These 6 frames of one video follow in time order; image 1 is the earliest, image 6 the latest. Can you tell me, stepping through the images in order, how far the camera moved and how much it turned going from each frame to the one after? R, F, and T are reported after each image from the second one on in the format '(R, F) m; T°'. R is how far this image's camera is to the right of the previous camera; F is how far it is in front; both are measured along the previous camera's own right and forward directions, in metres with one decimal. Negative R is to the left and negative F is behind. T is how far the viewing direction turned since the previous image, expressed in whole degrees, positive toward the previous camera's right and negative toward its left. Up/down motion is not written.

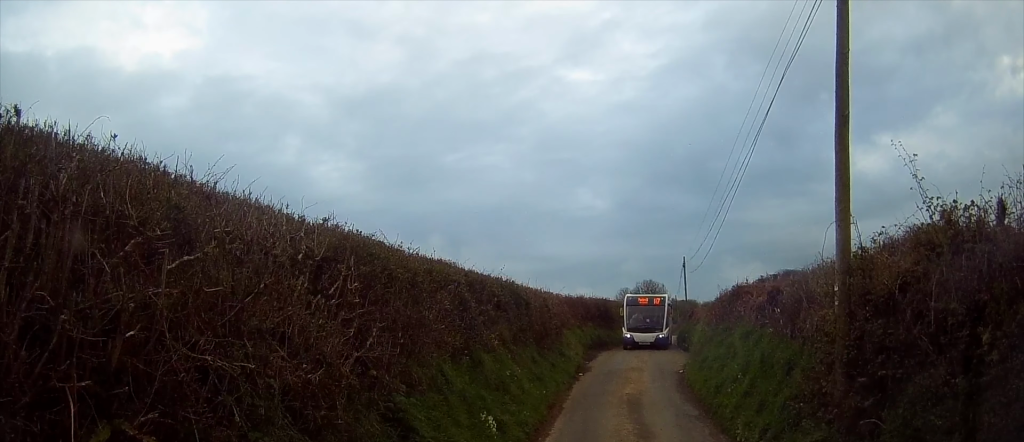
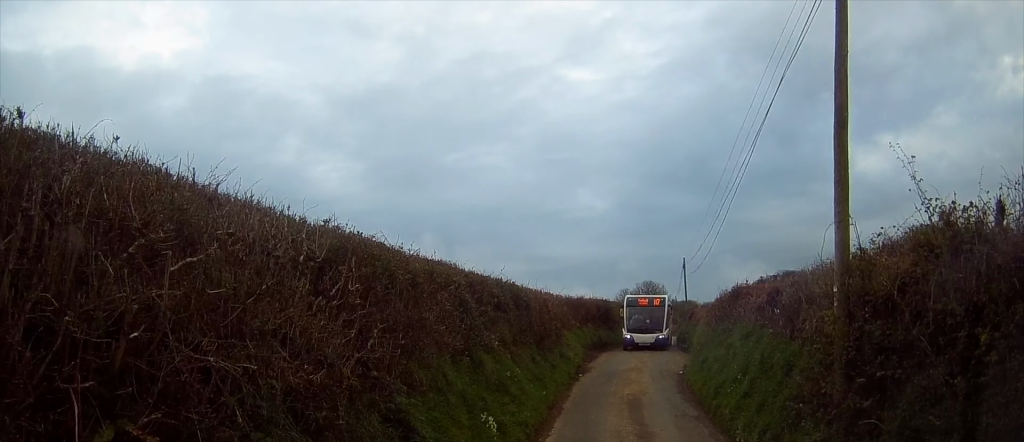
(0.0, 0.0) m; 0°
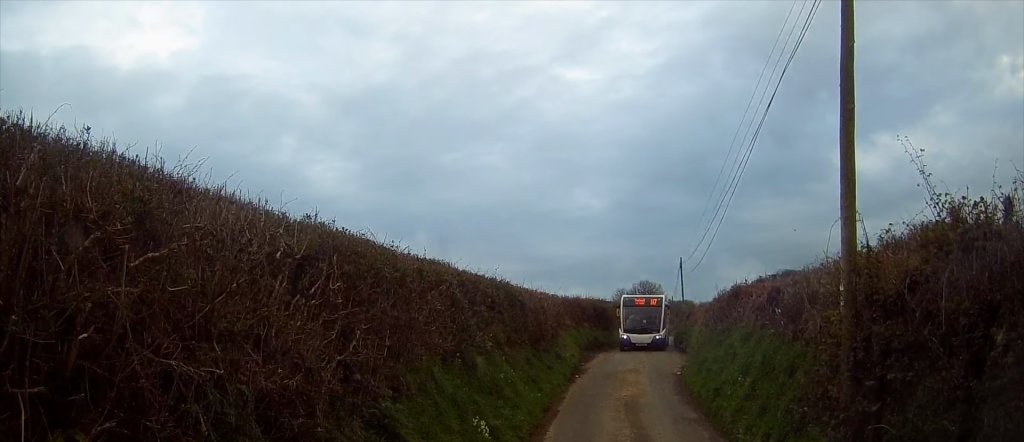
(0.0, 0.0) m; 0°
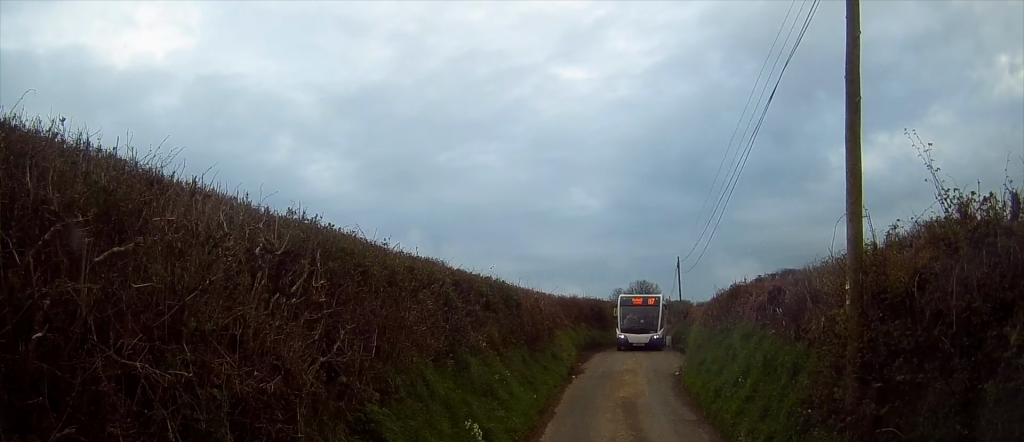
(0.0, 0.0) m; 0°
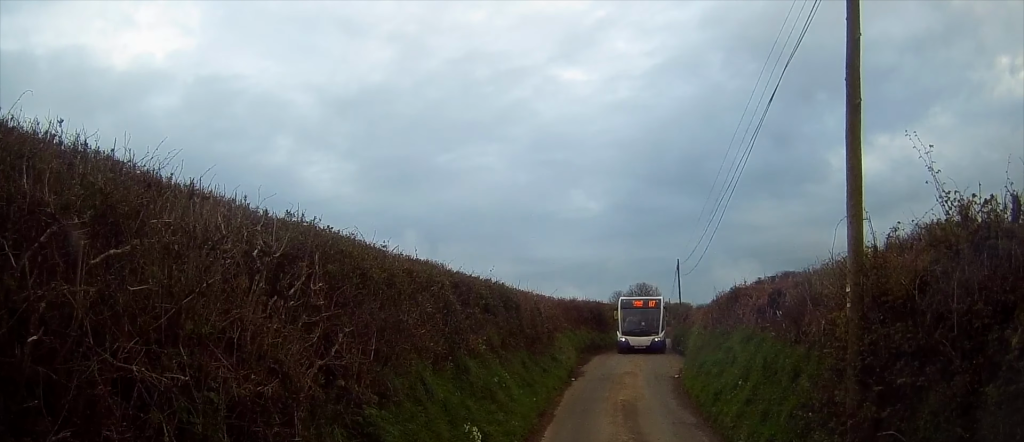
(-0.1, +0.5) m; 0°
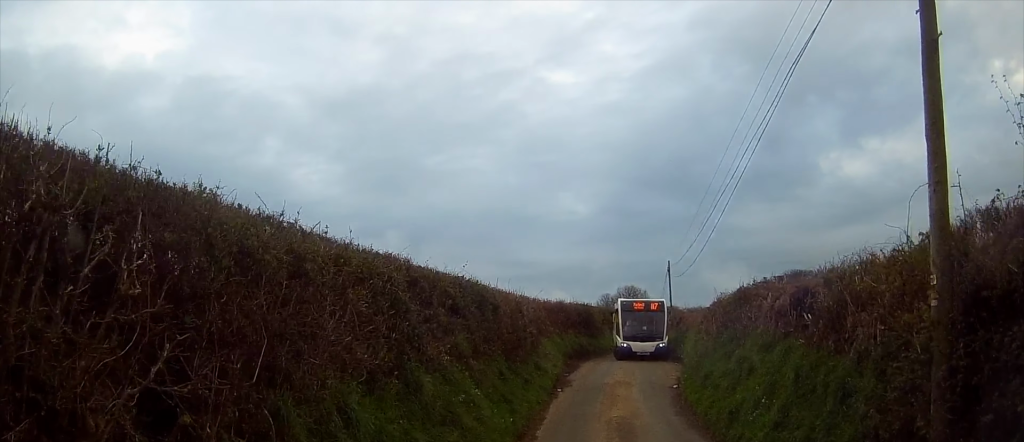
(+0.4, +2.8) m; +5°
